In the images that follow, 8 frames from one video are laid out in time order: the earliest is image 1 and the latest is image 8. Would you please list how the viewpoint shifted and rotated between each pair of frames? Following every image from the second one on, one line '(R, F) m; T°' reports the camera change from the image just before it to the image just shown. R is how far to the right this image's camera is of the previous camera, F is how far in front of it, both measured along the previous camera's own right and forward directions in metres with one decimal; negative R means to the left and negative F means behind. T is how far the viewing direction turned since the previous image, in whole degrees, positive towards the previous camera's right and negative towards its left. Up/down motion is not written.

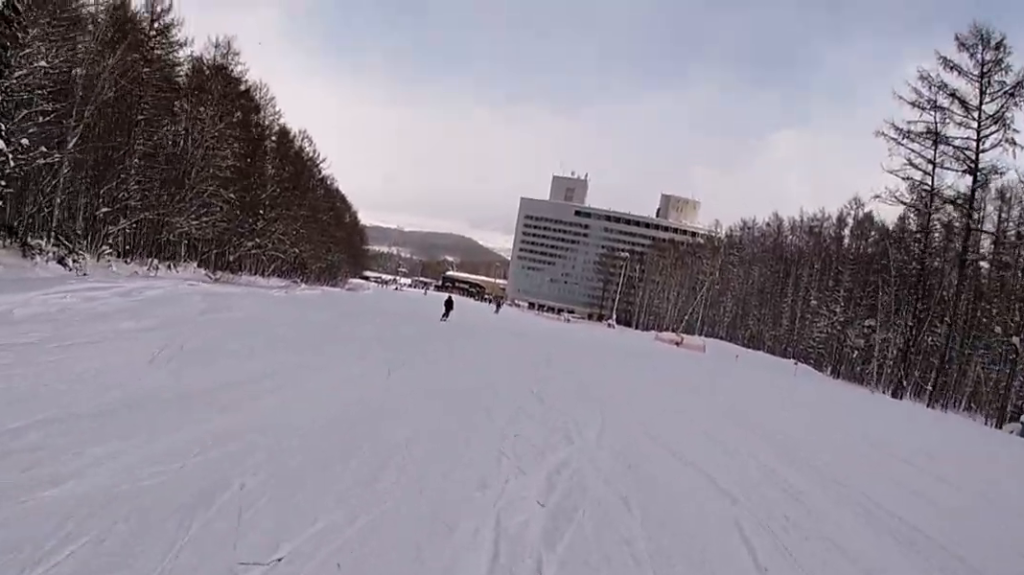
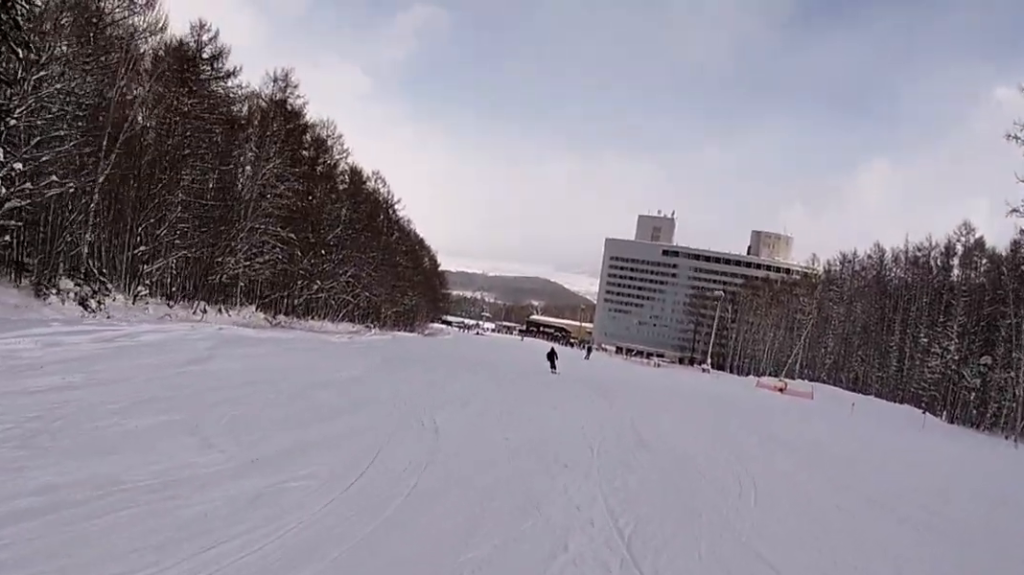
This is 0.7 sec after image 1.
(0.0, +4.6) m; -2°
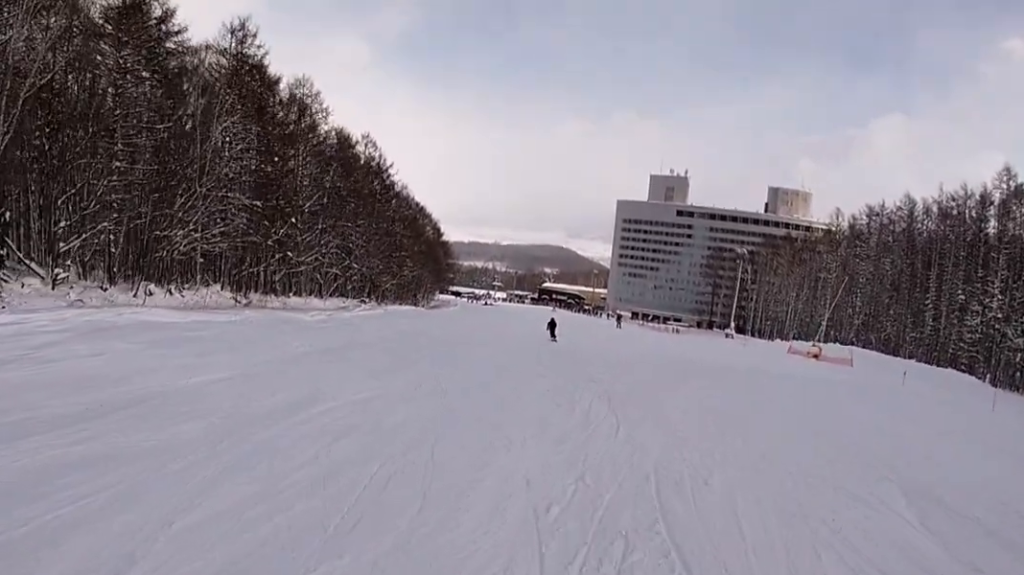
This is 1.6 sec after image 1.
(-0.4, +6.3) m; 0°
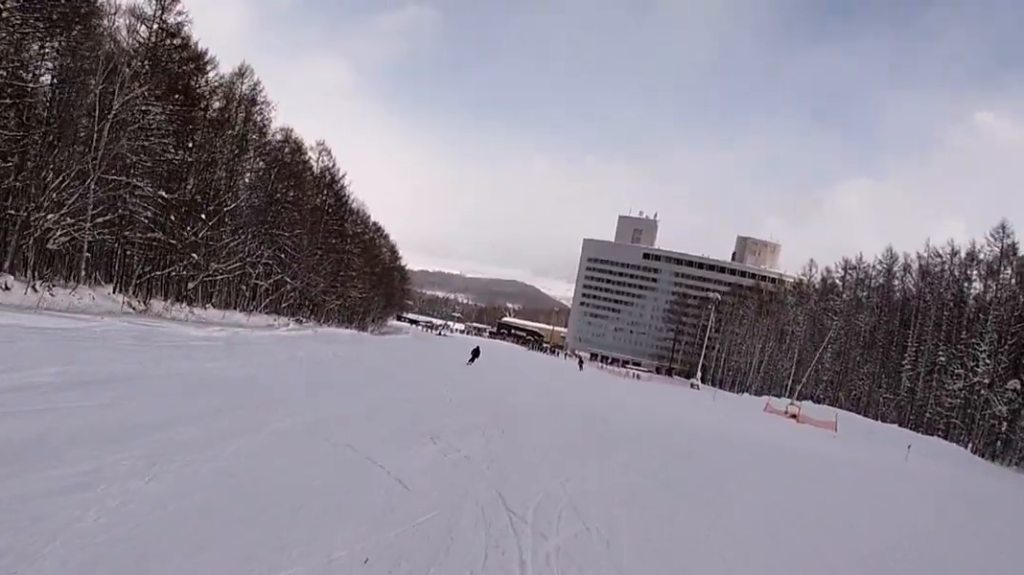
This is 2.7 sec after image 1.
(+0.3, +7.6) m; -3°
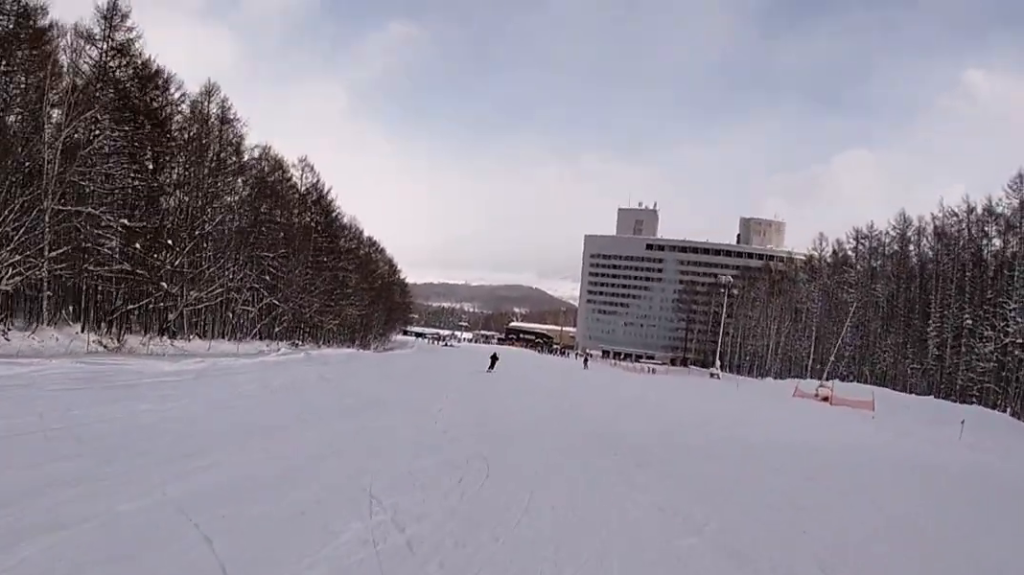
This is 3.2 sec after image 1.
(-0.2, +3.6) m; -5°
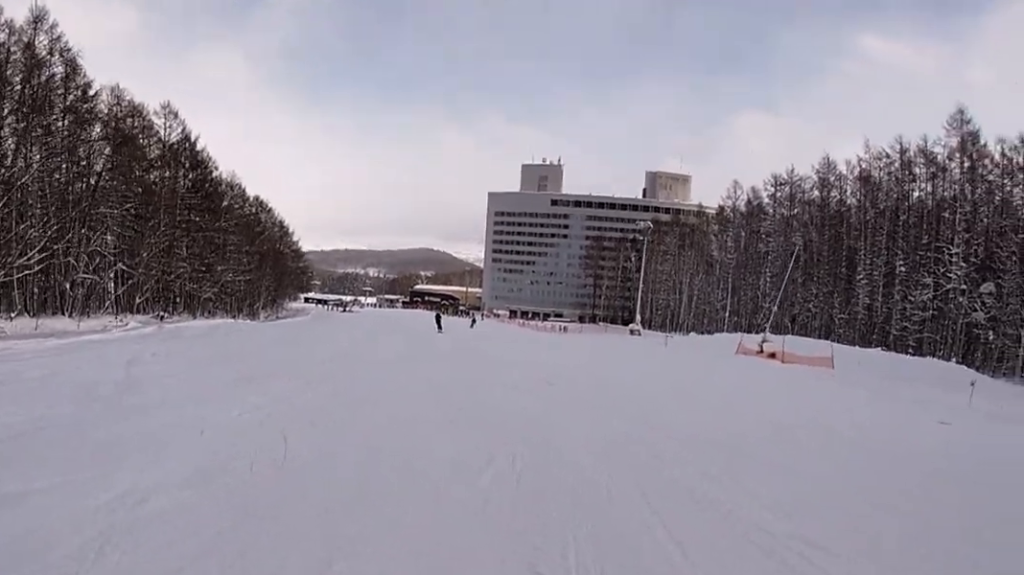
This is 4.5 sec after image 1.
(-0.7, +9.6) m; +3°
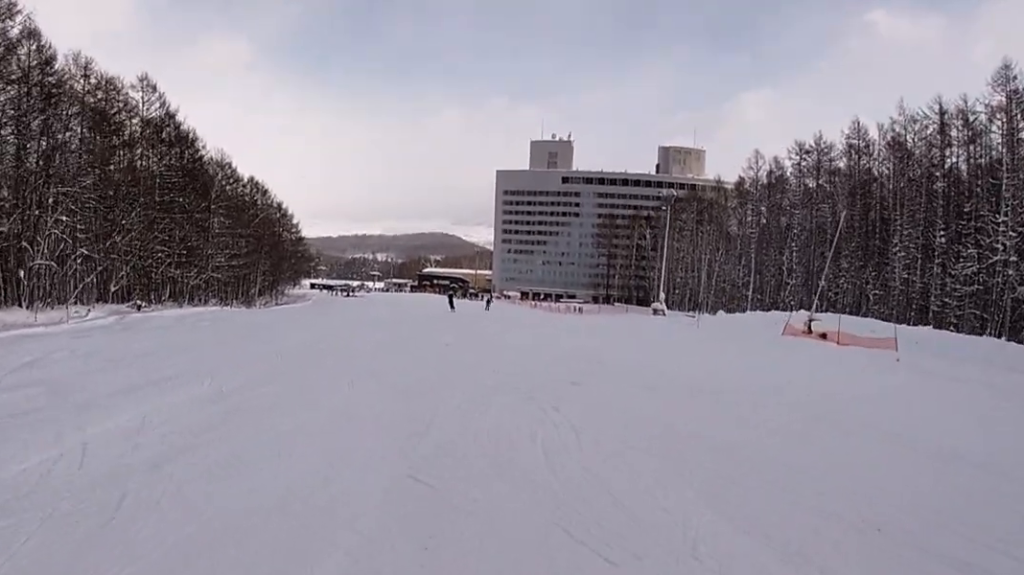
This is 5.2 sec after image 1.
(+0.9, +5.9) m; +6°
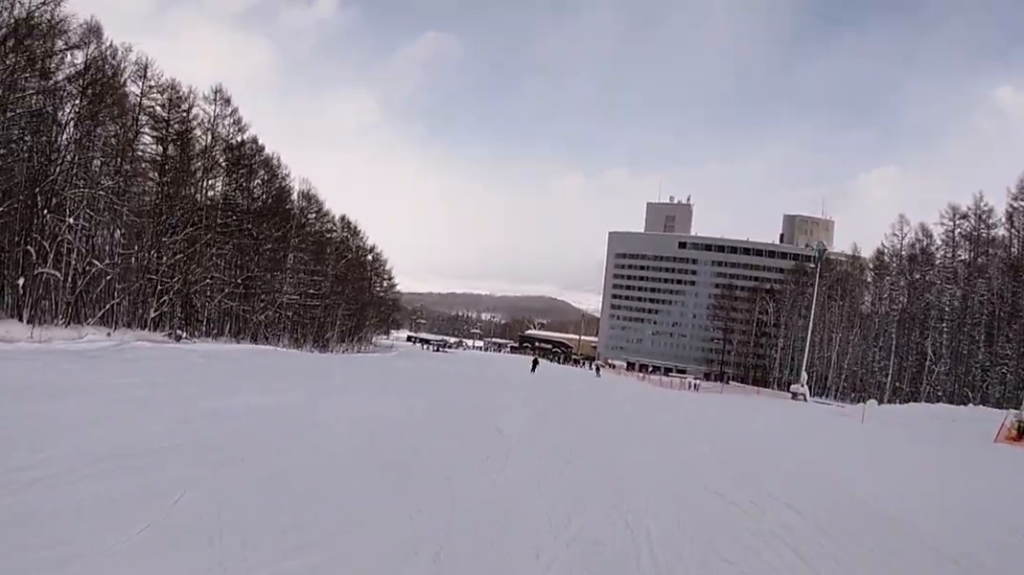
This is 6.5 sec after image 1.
(+0.2, +9.9) m; -7°
